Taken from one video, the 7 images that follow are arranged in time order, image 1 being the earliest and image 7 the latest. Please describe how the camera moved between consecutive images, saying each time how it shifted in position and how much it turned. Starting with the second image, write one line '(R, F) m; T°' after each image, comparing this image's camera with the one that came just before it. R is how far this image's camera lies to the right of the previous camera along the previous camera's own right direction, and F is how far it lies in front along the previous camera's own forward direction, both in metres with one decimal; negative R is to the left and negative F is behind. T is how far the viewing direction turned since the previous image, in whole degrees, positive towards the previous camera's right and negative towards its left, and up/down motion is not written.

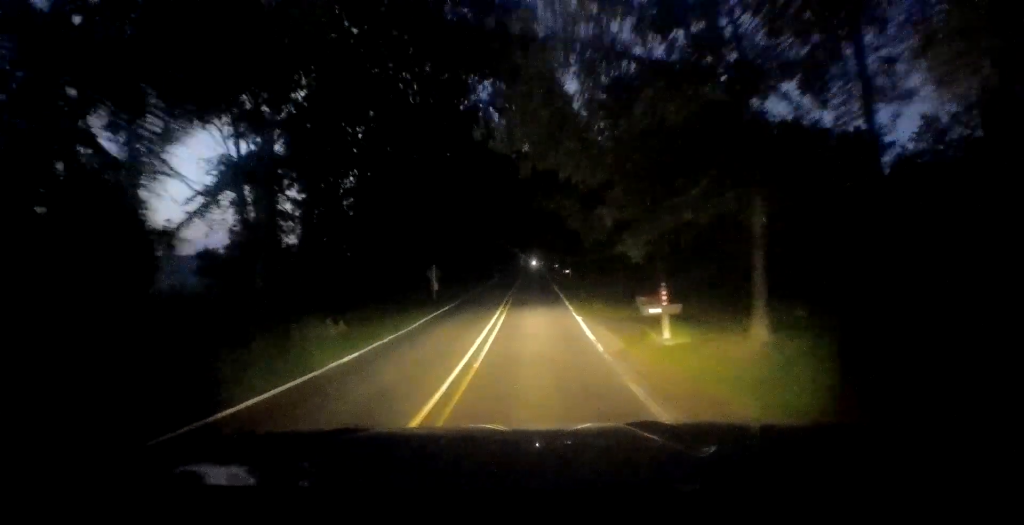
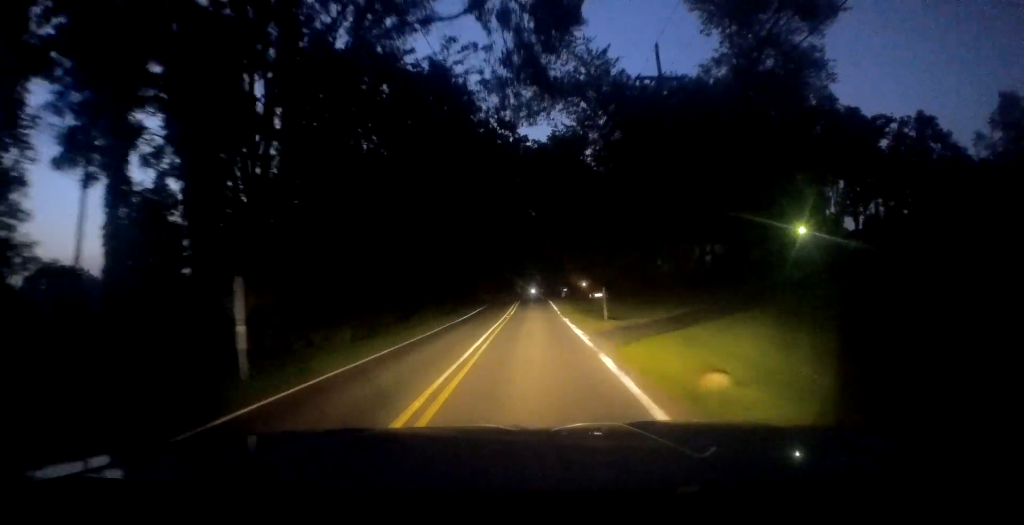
(+0.6, +23.5) m; -2°
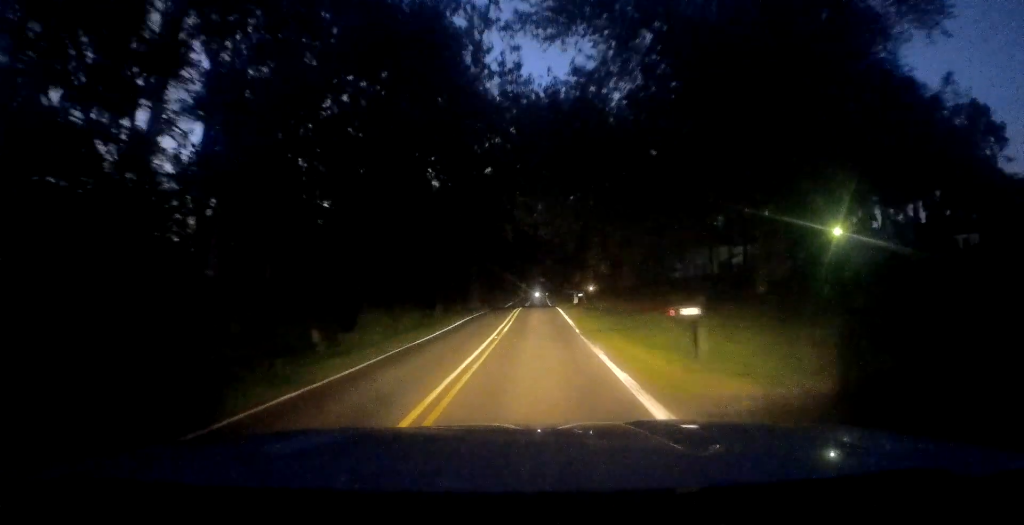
(-0.9, +13.0) m; -6°
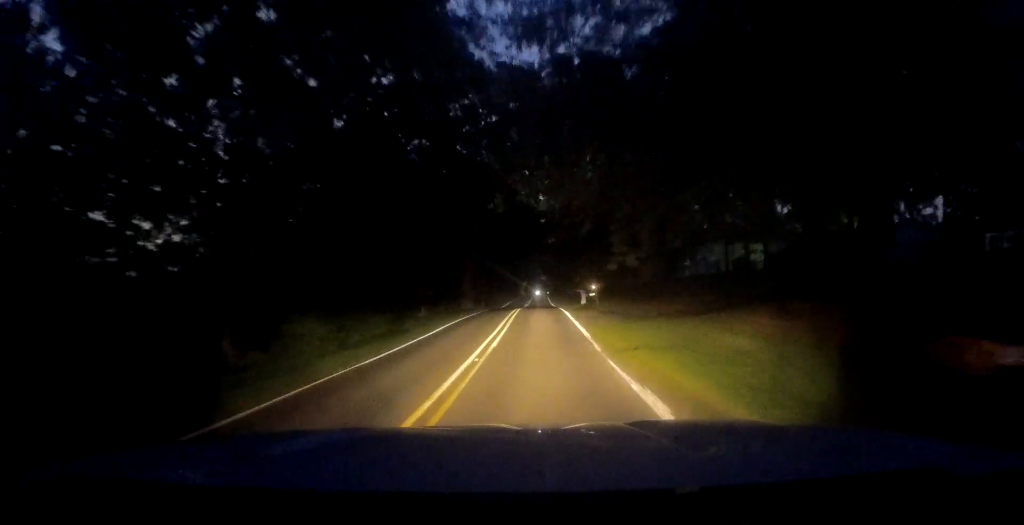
(-0.3, +7.5) m; 0°
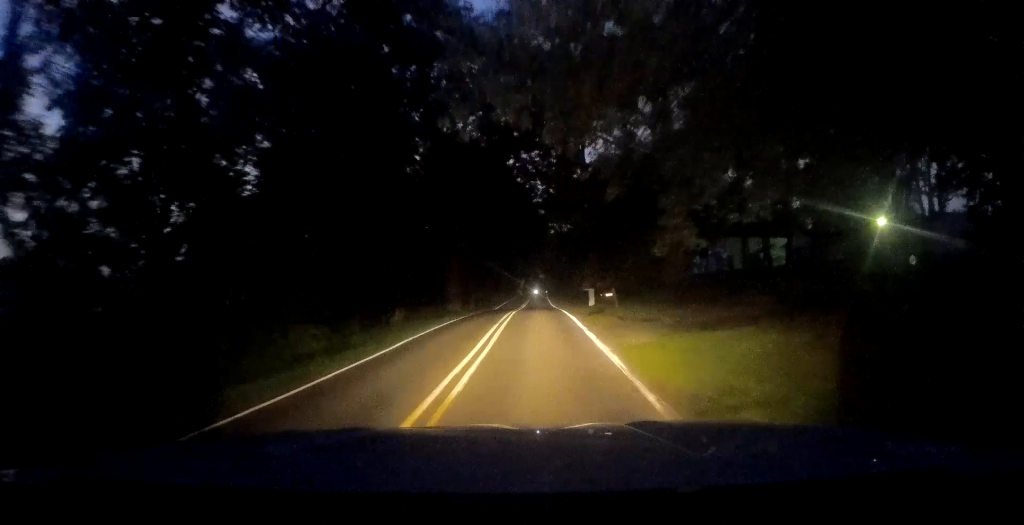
(0.0, +7.9) m; +1°
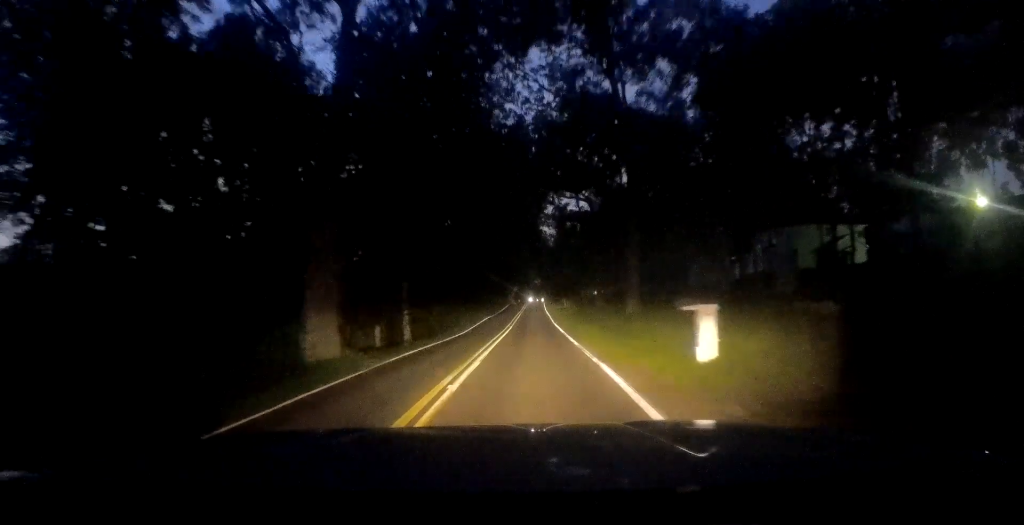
(+1.1, +26.5) m; +4°
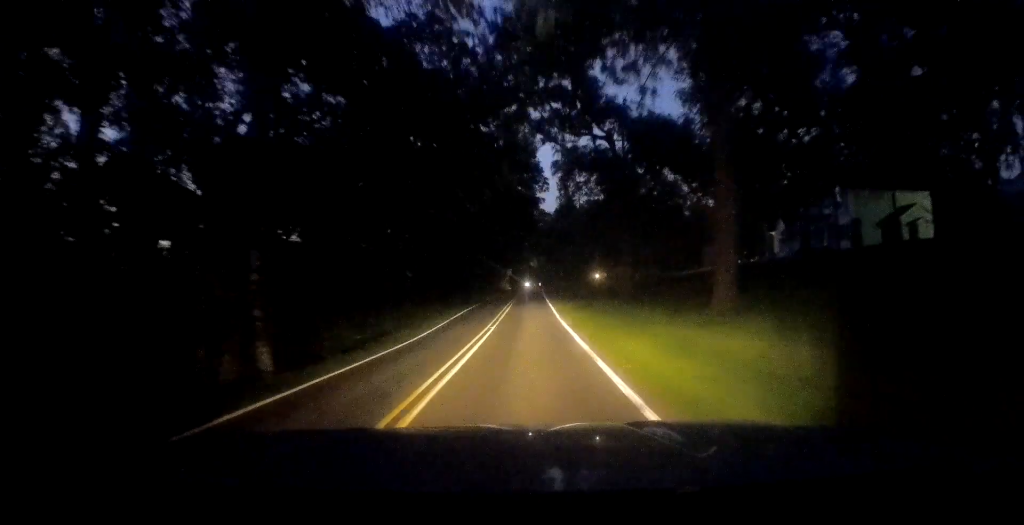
(+0.1, +15.3) m; -1°
